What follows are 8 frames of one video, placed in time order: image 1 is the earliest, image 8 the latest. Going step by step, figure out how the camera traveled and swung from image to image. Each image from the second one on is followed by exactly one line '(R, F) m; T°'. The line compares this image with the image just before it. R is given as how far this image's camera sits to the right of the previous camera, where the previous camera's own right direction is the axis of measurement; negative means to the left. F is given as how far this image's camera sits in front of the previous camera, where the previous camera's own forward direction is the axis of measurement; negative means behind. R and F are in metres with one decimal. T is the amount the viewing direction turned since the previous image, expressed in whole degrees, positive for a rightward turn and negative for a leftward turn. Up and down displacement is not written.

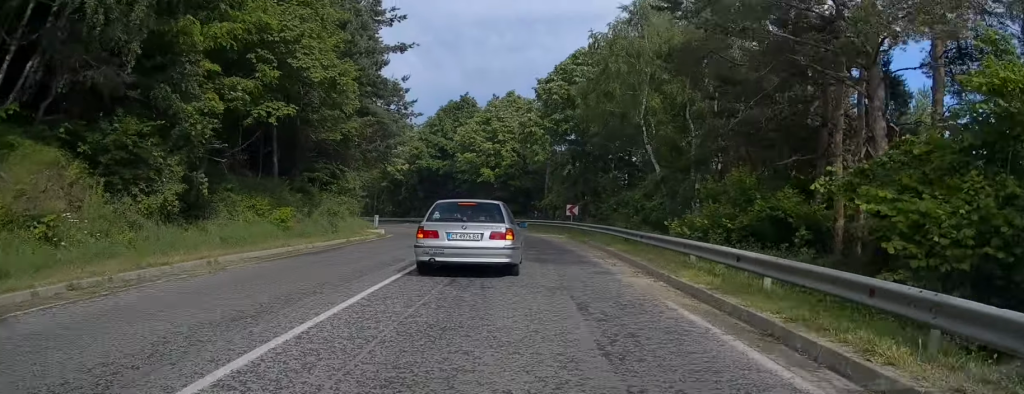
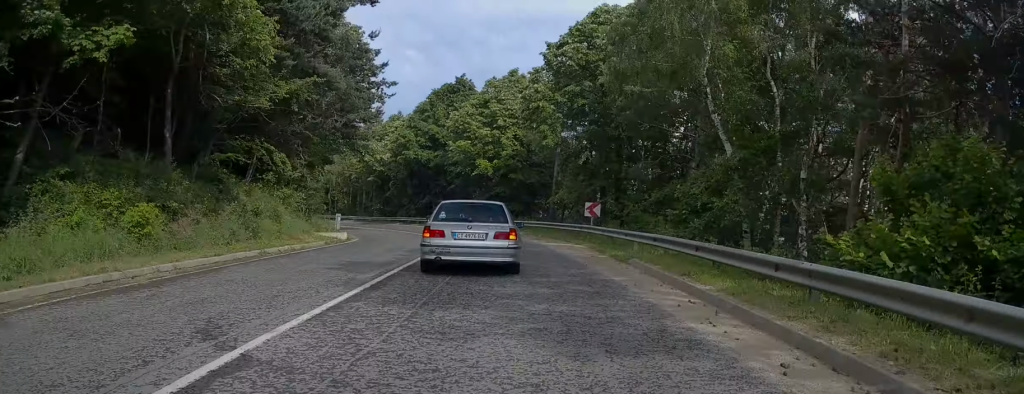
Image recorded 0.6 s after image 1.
(-0.1, +9.4) m; -1°
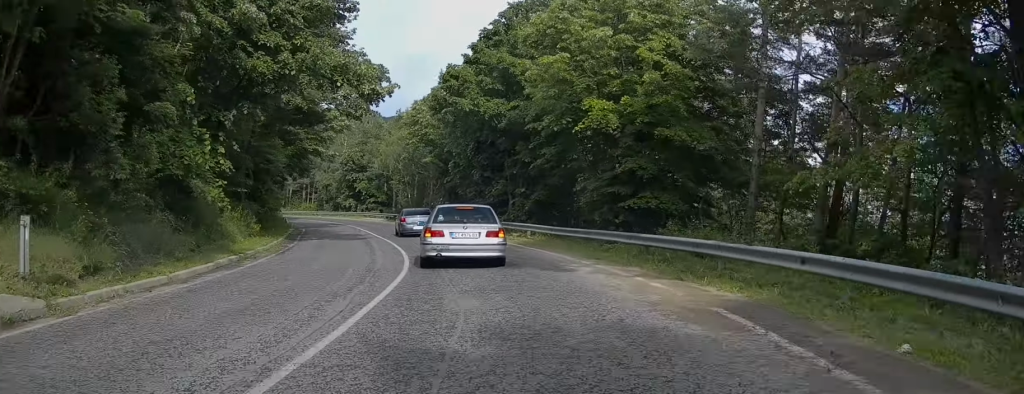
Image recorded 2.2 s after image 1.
(-1.3, +26.8) m; -9°
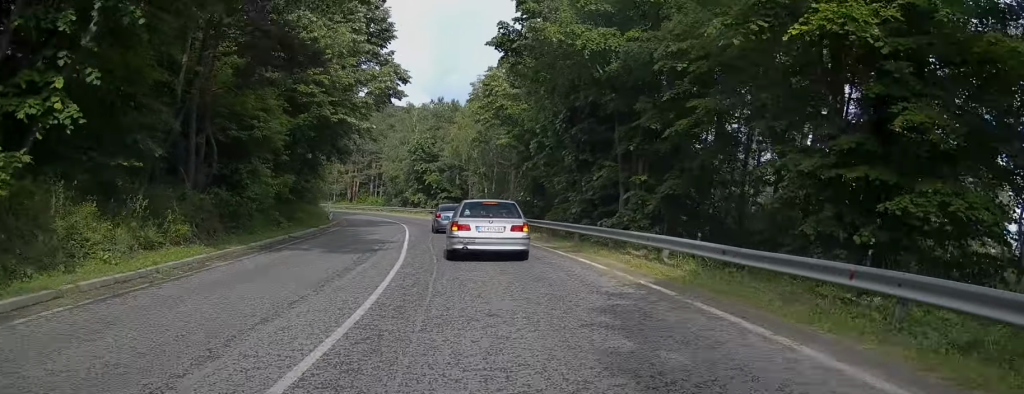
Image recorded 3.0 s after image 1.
(-0.8, +13.2) m; -6°
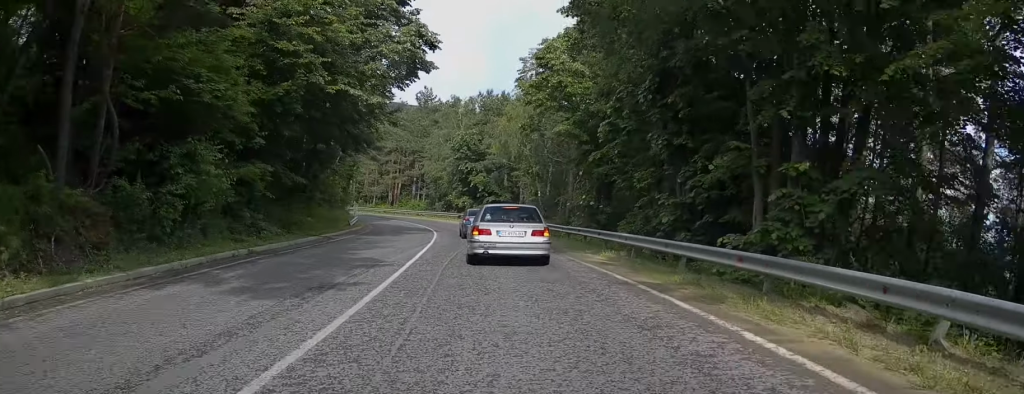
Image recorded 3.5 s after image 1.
(-0.5, +8.8) m; -3°
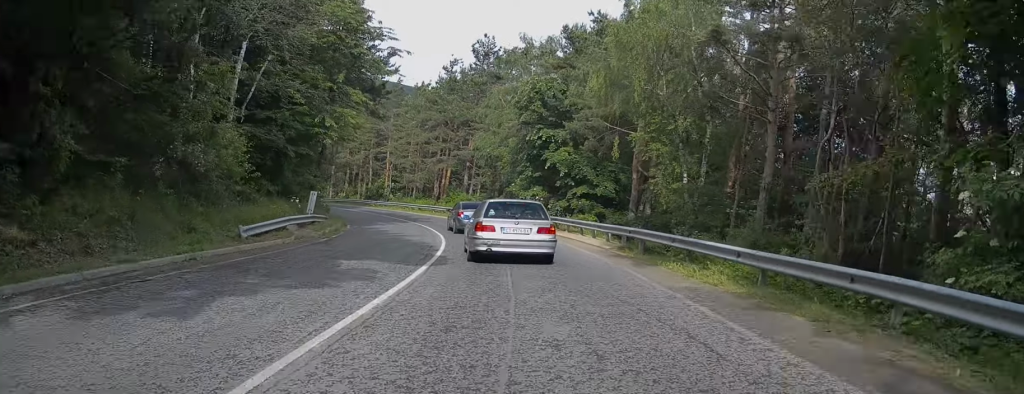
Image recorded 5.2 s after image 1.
(-2.3, +26.5) m; -10°
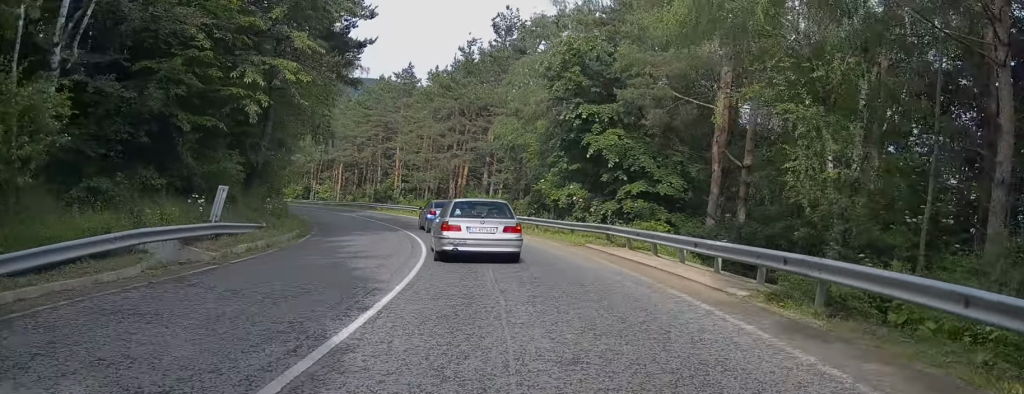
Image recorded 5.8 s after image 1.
(-0.5, +10.5) m; -4°
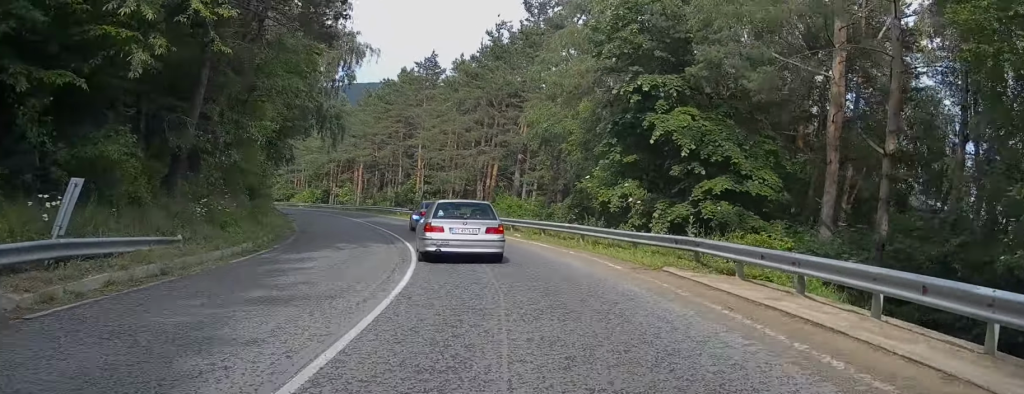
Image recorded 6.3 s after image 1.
(-0.2, +7.2) m; -3°
